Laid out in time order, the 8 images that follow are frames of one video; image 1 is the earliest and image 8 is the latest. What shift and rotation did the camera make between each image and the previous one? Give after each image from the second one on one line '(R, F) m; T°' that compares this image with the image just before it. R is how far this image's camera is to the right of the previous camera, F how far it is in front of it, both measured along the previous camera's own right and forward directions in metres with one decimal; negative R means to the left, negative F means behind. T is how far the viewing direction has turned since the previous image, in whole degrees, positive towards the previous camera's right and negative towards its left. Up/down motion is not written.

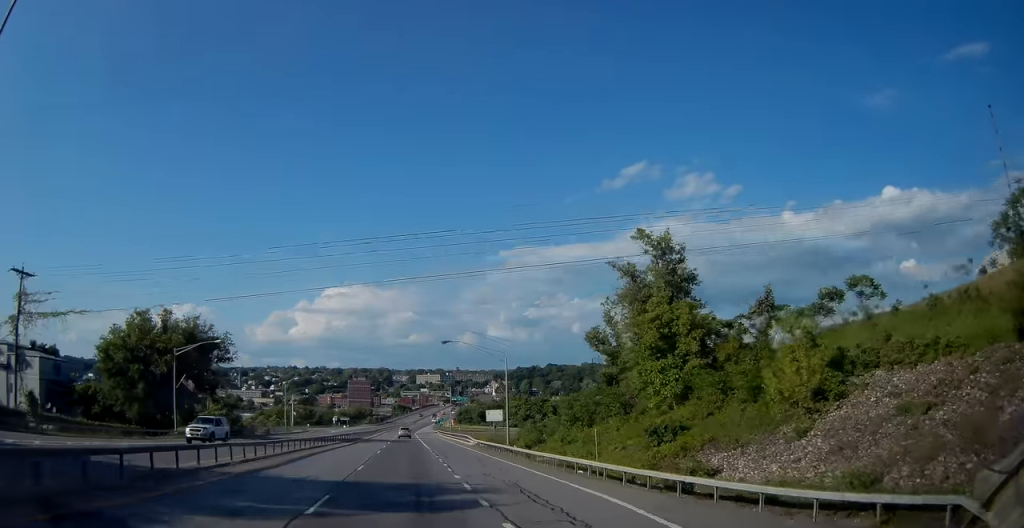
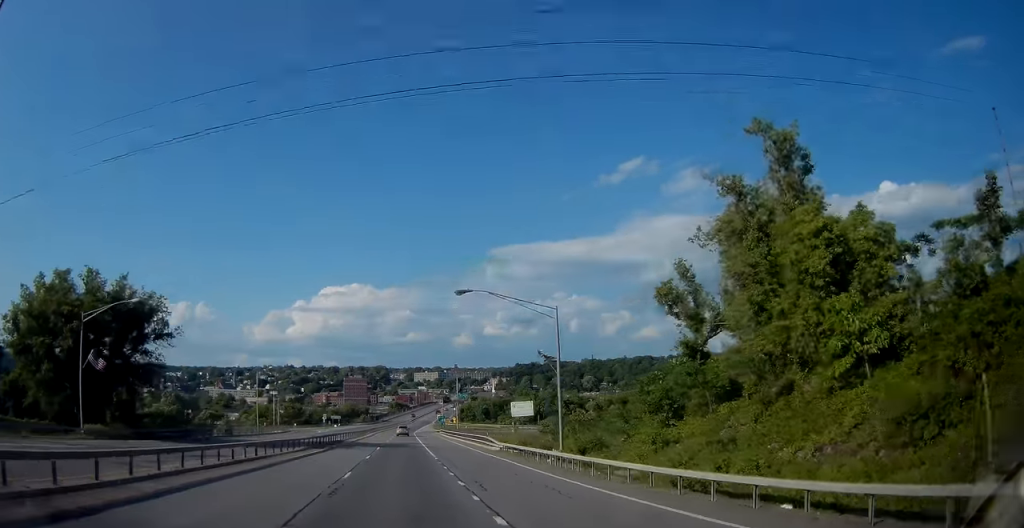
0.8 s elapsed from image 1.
(0.0, +17.7) m; 0°
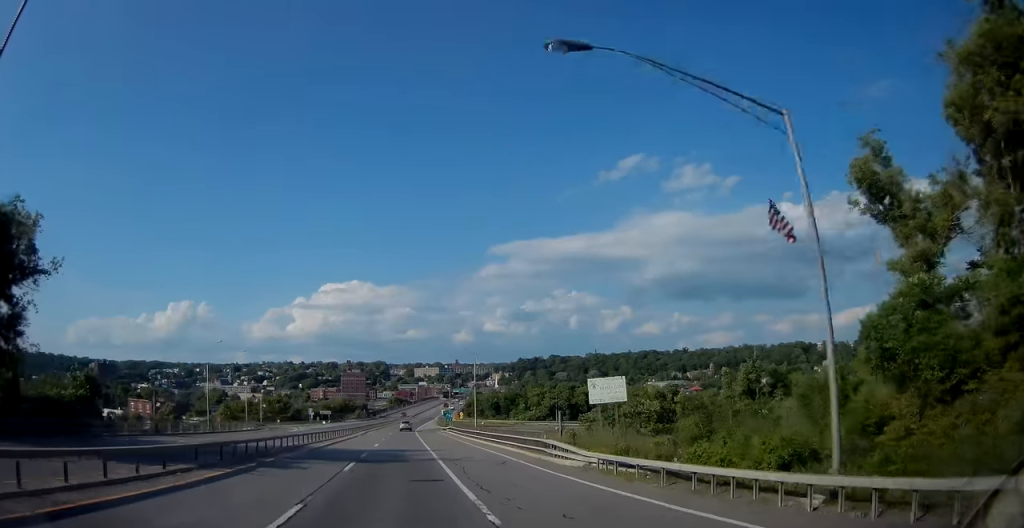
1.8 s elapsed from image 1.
(0.0, +21.2) m; 0°
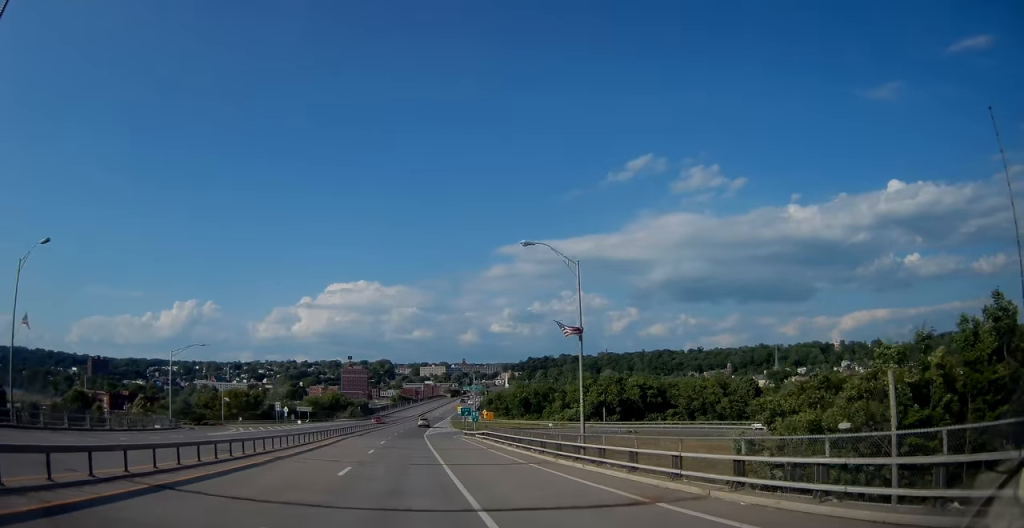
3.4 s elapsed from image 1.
(-0.1, +35.0) m; 0°
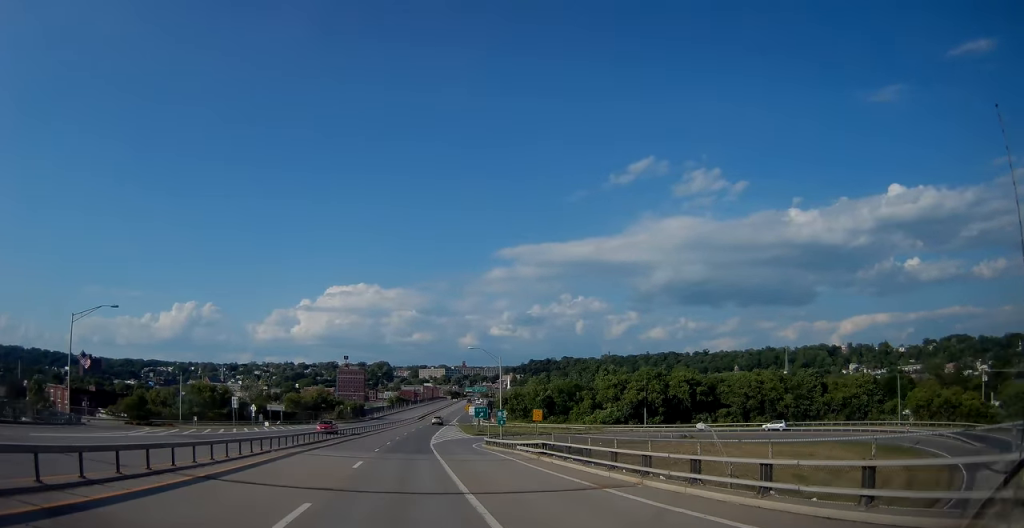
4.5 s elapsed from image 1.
(+0.2, +22.4) m; 0°
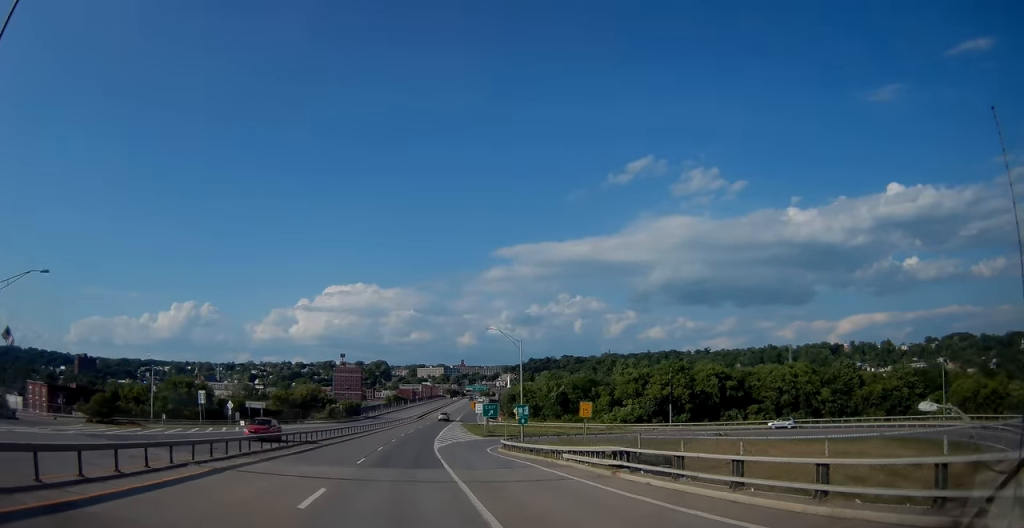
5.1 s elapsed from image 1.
(-0.1, +10.8) m; 0°
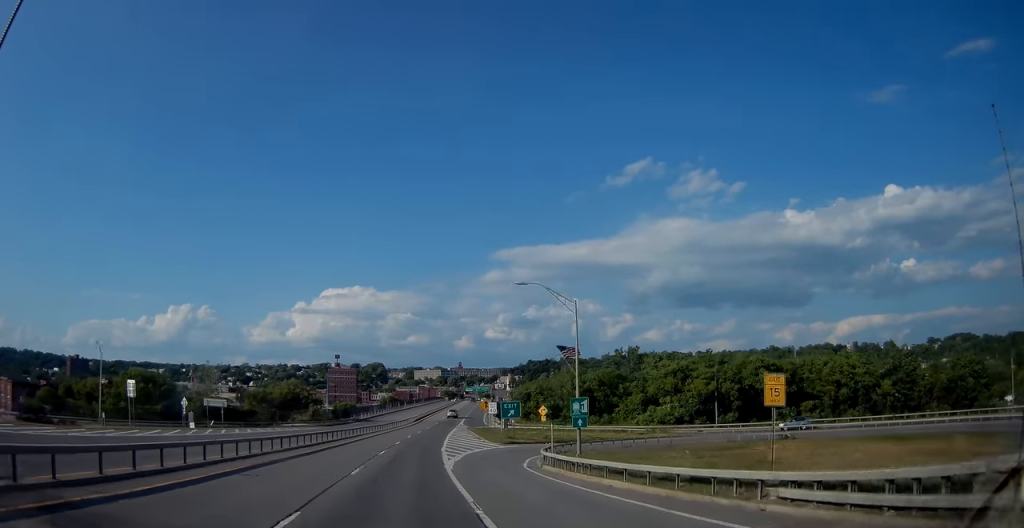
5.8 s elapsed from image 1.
(0.0, +15.5) m; +1°
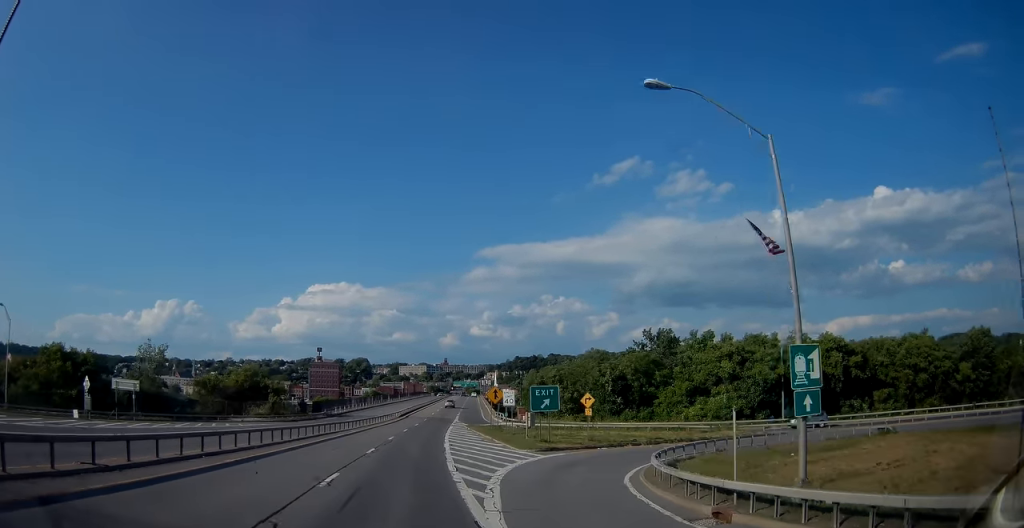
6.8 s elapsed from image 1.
(+0.2, +18.6) m; +2°
